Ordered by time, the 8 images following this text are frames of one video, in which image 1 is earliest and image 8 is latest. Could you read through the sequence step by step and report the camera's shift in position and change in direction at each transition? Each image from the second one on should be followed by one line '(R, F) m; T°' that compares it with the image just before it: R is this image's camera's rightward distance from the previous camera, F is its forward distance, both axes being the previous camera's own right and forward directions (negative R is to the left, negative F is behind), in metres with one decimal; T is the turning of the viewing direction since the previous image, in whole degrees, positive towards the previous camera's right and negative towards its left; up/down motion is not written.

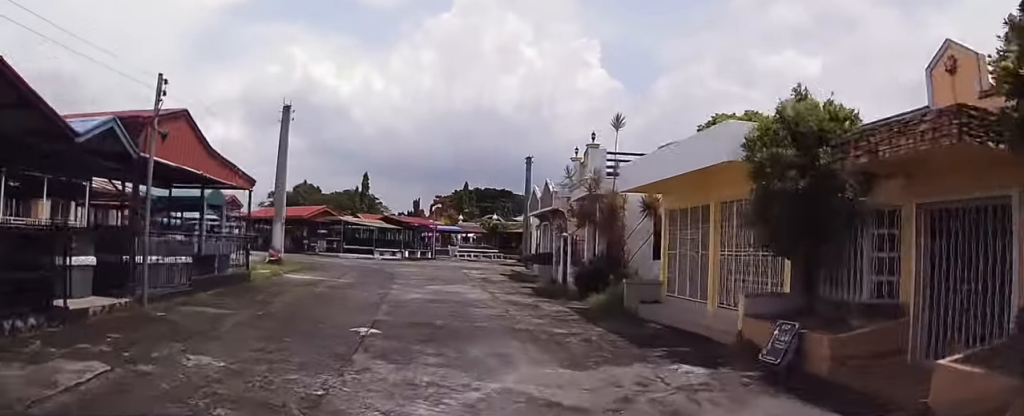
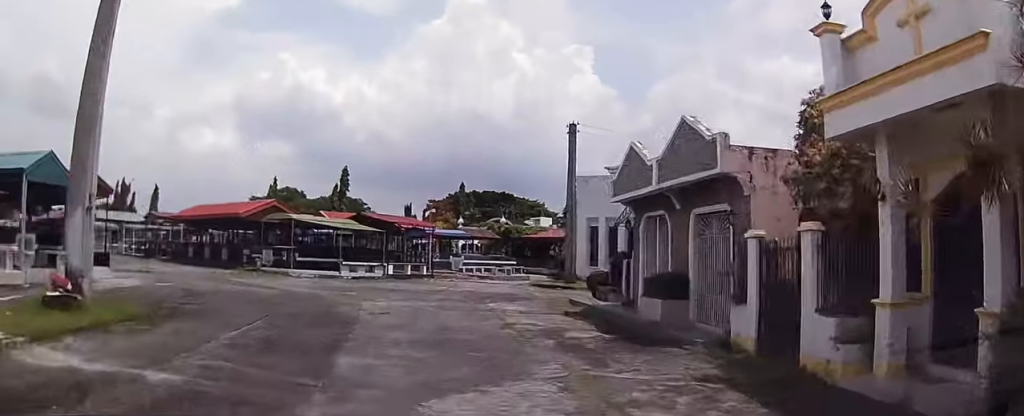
(-0.1, +12.3) m; -2°
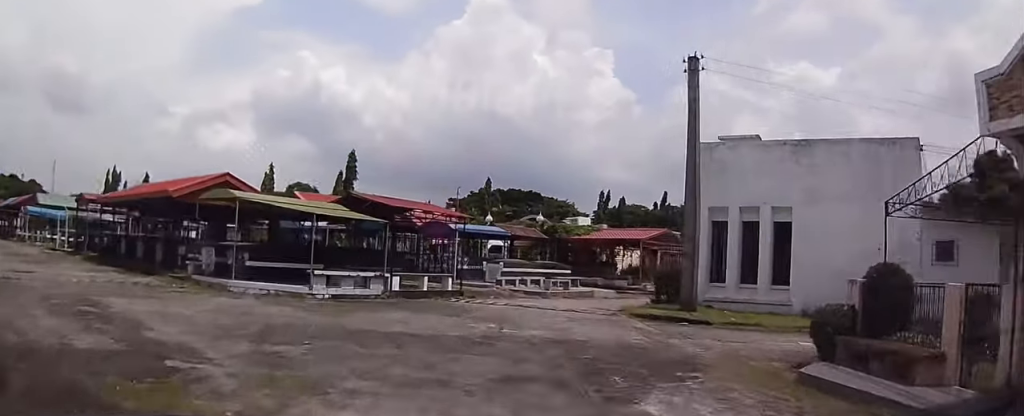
(-0.2, +9.8) m; +1°
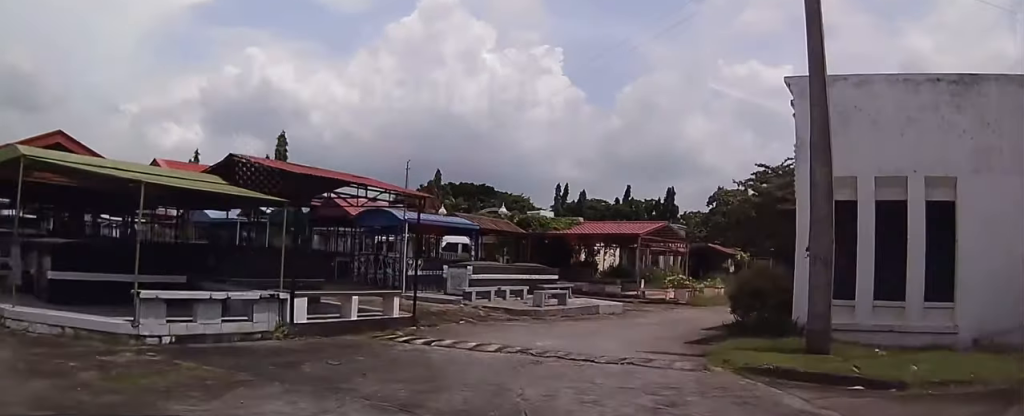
(+0.1, +8.2) m; +7°
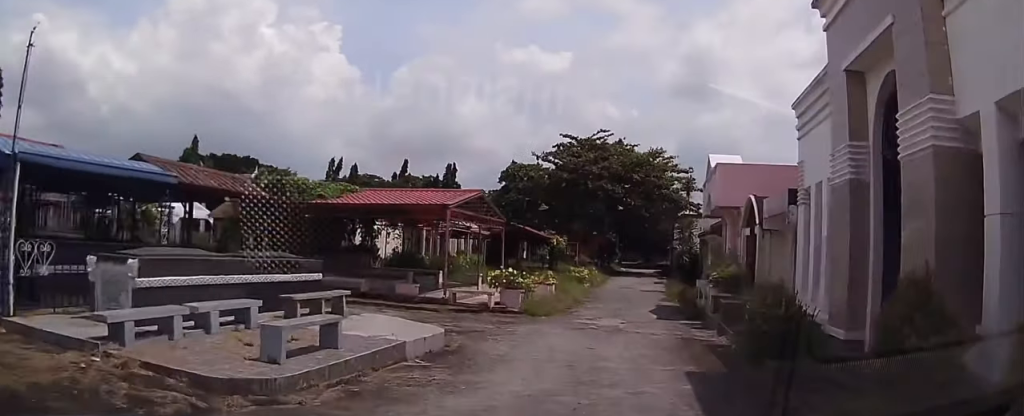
(+2.4, +12.7) m; +21°
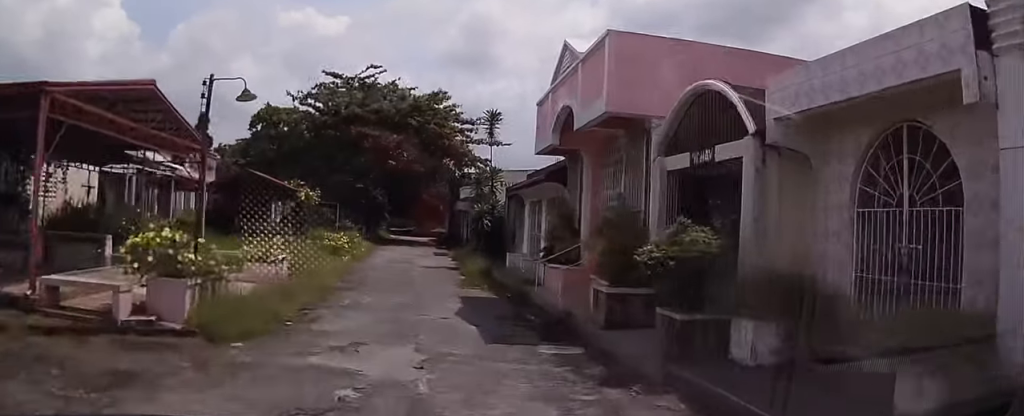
(+1.8, +12.3) m; +12°
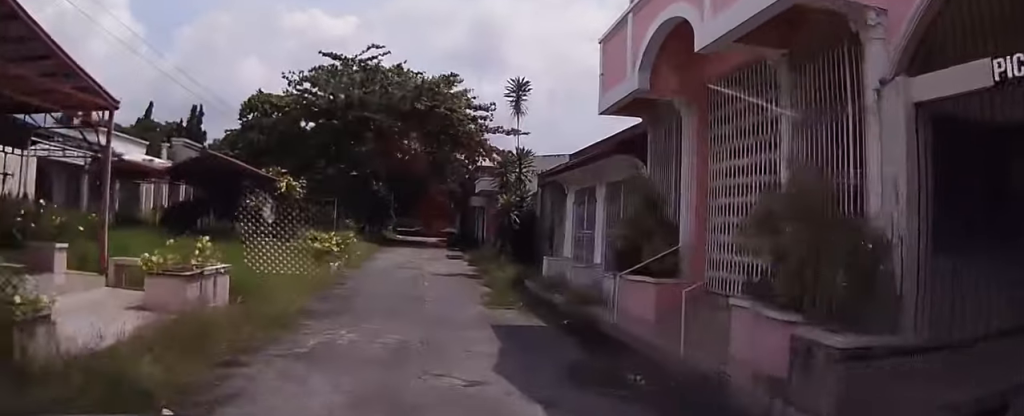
(+0.2, +5.5) m; +2°
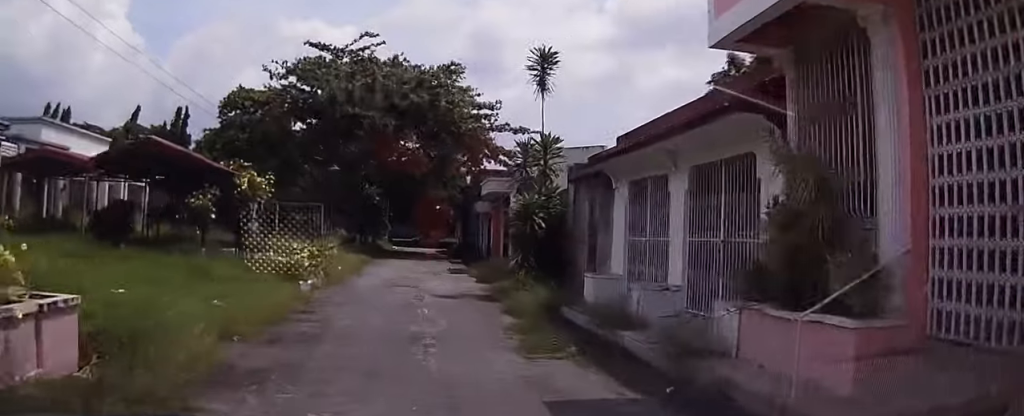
(+0.1, +4.8) m; +1°
